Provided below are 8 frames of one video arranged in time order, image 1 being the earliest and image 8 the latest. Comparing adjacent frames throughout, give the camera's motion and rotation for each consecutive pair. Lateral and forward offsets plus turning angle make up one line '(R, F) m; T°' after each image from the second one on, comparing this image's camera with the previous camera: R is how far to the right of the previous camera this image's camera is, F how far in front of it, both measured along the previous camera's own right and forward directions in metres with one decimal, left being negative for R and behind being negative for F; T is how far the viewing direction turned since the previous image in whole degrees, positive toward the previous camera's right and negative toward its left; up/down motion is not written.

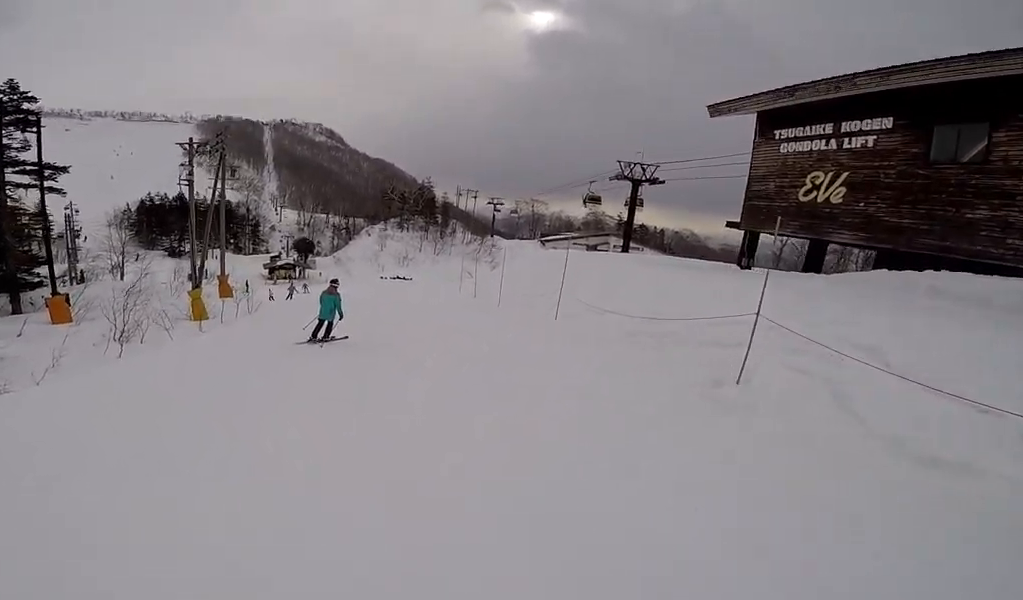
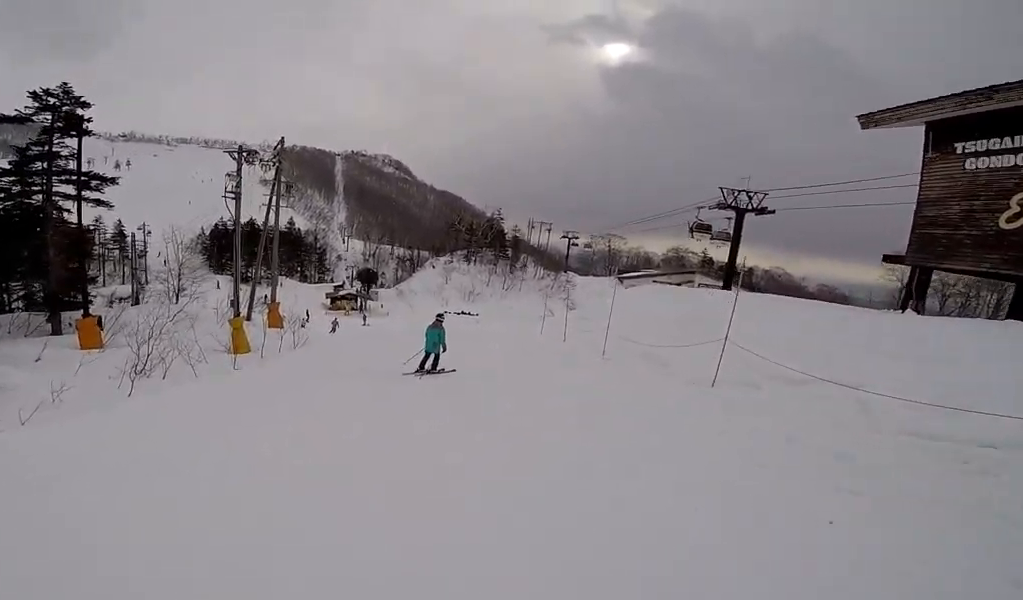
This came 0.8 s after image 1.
(-0.8, +3.8) m; -4°
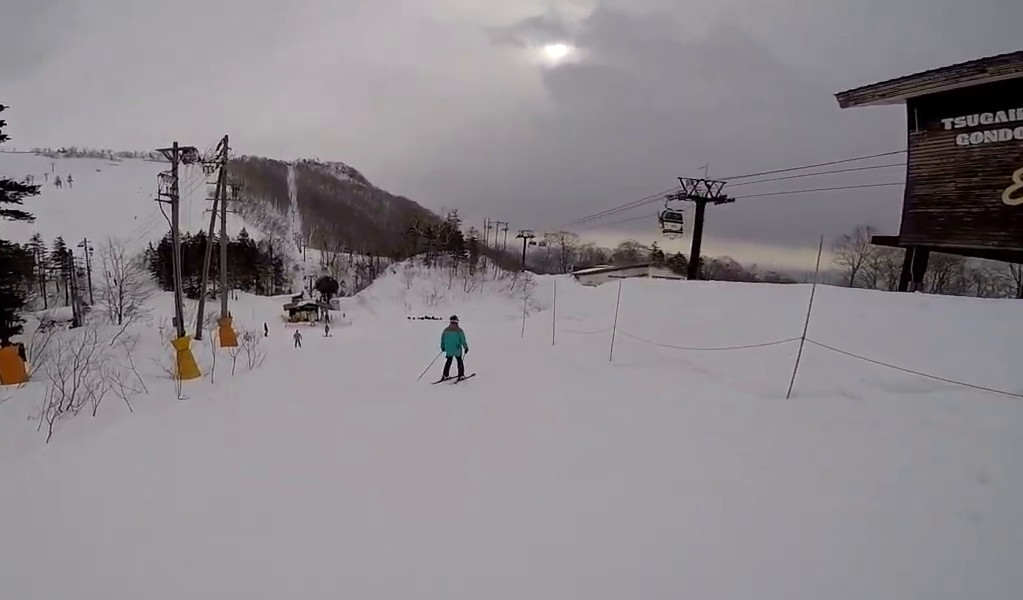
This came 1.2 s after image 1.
(+0.3, +2.4) m; +5°
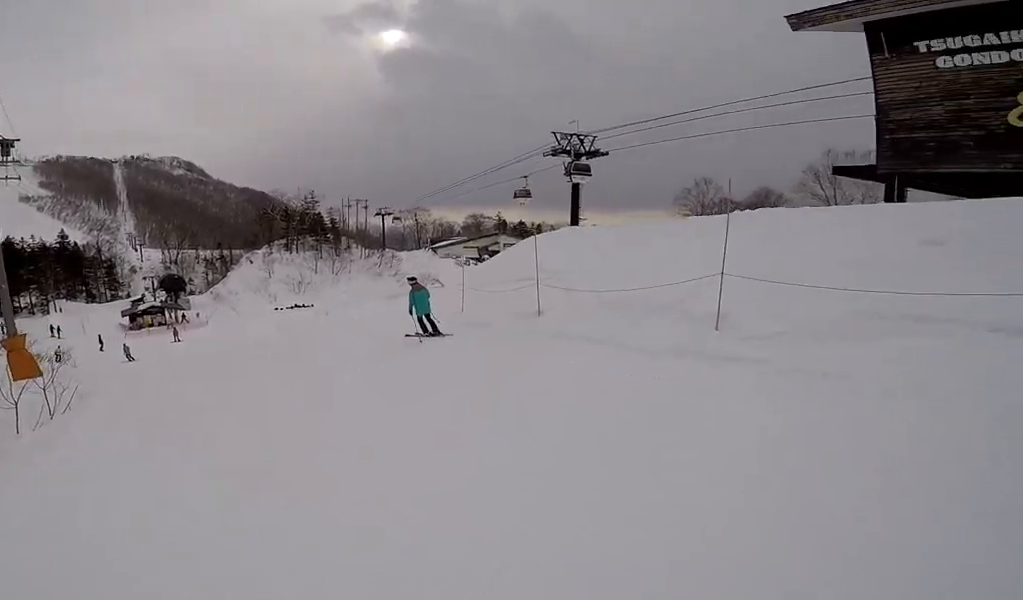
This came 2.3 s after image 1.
(+0.7, +6.1) m; +4°
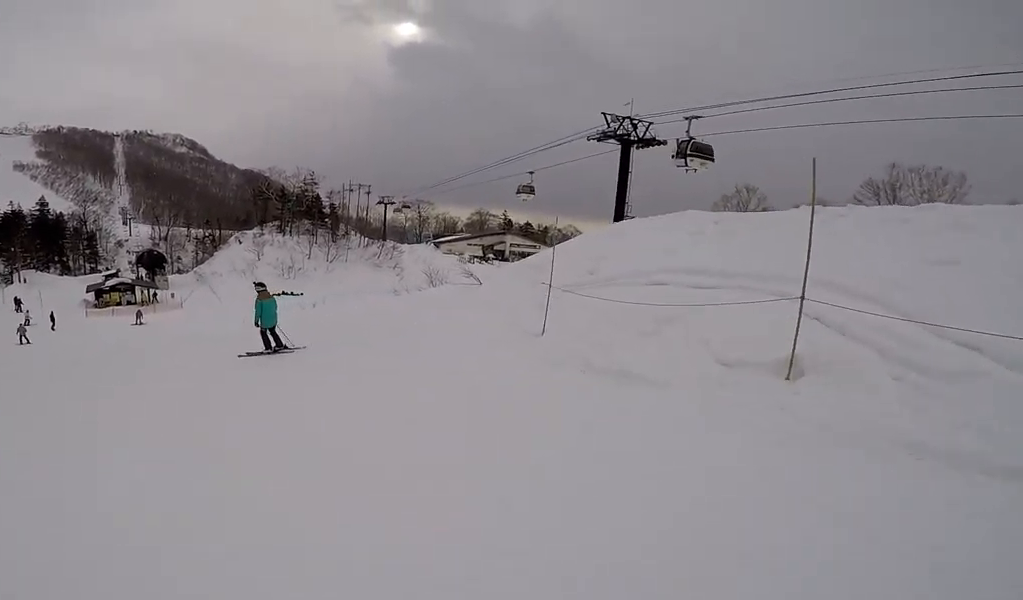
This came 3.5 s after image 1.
(-0.4, +5.9) m; -3°
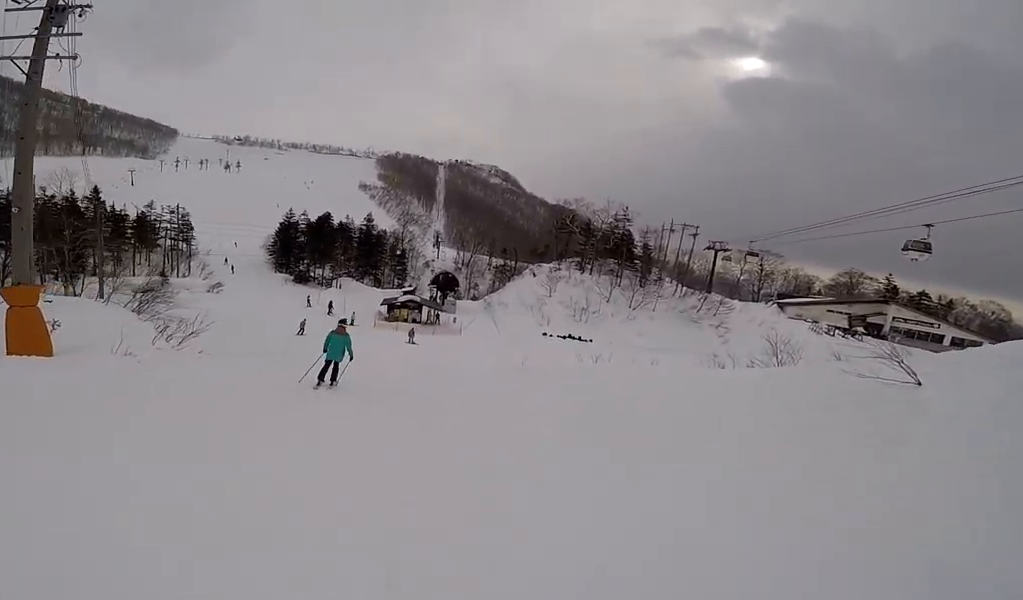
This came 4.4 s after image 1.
(+0.2, +4.7) m; -18°
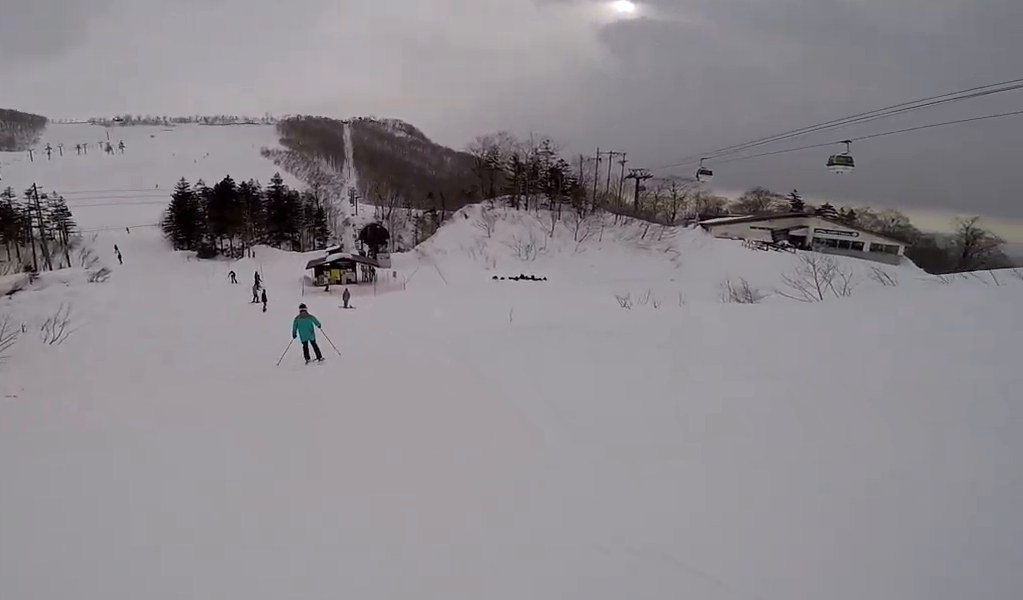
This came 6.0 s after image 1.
(-1.5, +7.7) m; +2°
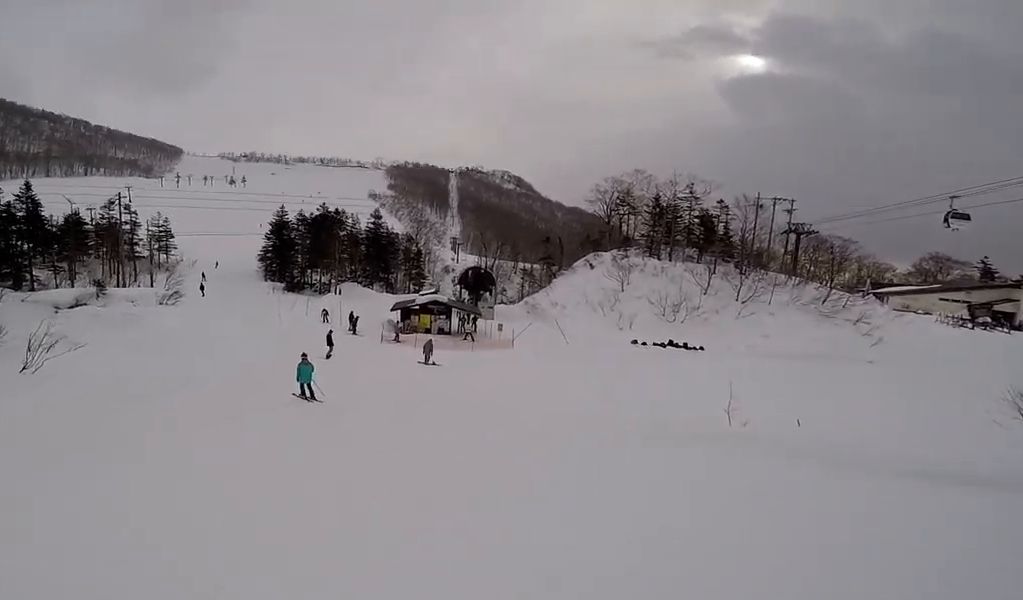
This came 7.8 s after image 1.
(+0.3, +10.5) m; -23°
